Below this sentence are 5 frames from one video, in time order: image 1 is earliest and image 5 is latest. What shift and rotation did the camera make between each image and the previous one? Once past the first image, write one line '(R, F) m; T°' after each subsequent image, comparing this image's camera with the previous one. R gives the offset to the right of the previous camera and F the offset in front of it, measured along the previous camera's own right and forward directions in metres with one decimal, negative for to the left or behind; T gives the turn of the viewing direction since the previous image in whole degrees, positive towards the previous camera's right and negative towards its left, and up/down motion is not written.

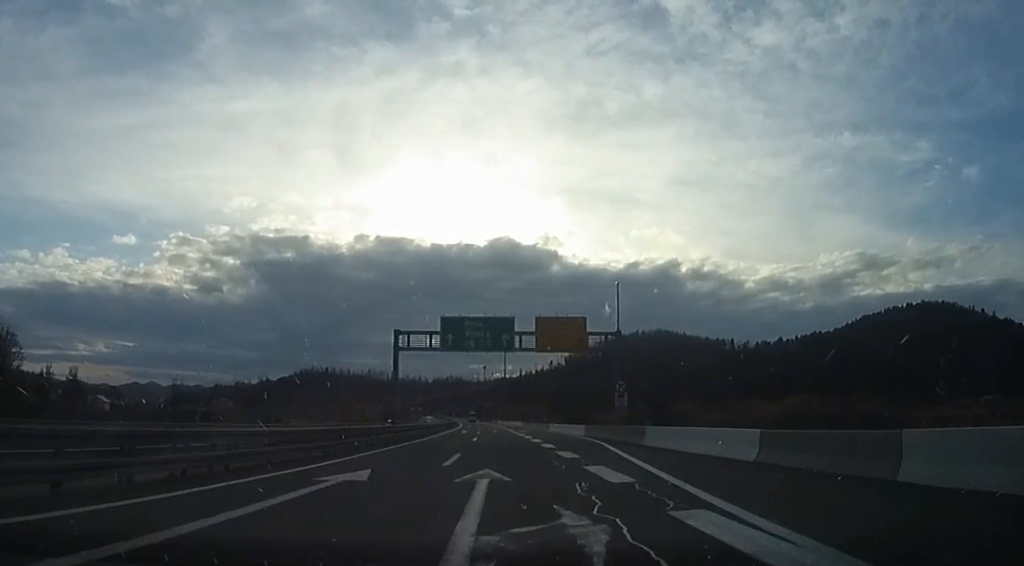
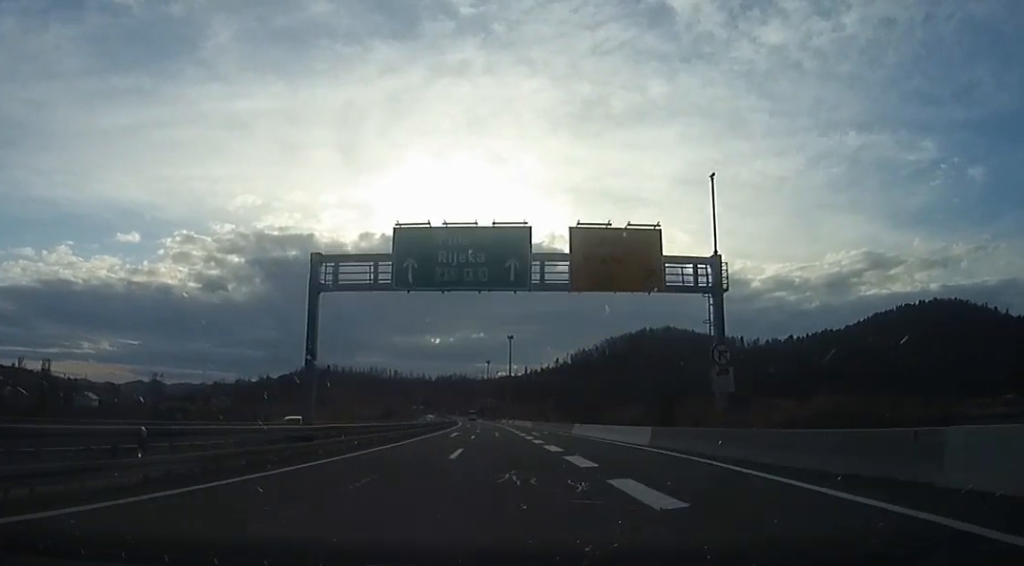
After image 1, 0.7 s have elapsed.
(-0.3, +19.1) m; -1°
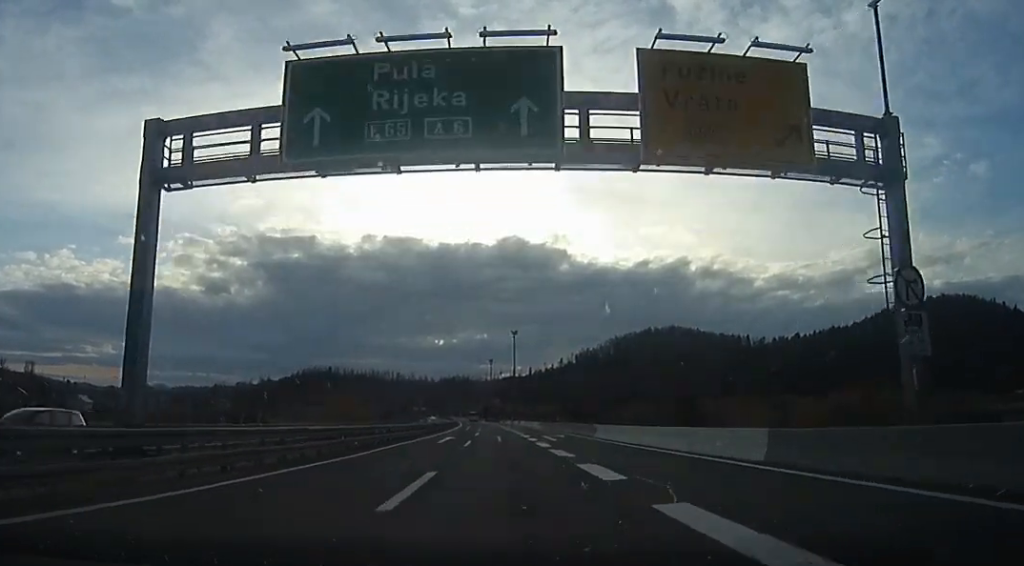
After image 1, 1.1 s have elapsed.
(0.0, +11.4) m; 0°
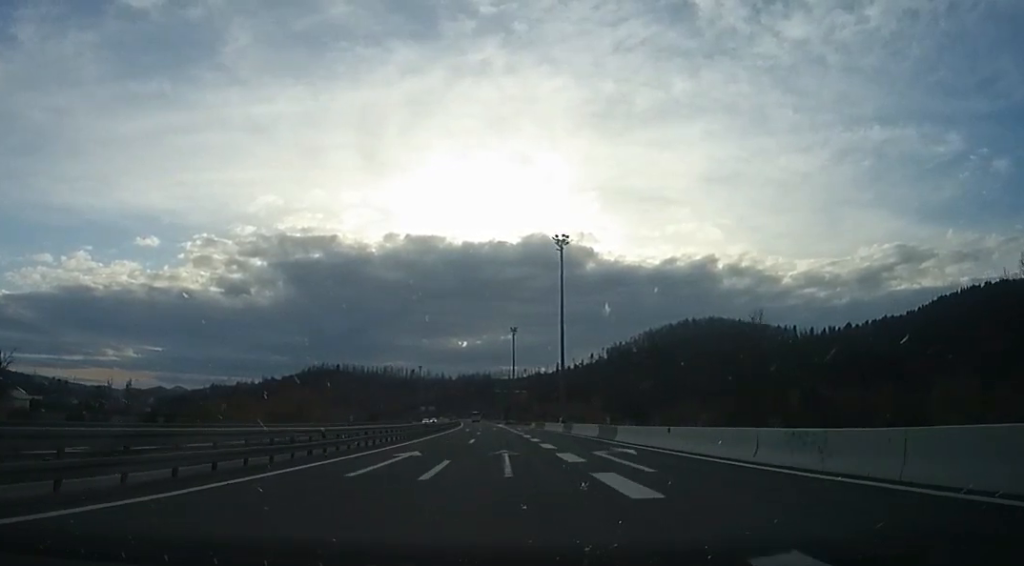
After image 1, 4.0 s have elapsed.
(0.0, +83.4) m; -1°
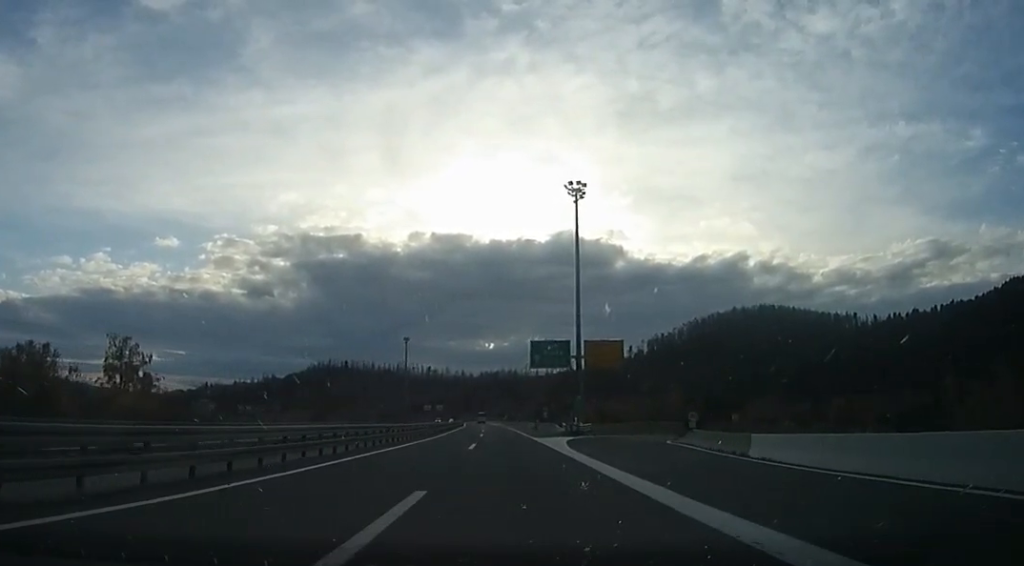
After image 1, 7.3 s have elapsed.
(-3.6, +95.6) m; -2°
